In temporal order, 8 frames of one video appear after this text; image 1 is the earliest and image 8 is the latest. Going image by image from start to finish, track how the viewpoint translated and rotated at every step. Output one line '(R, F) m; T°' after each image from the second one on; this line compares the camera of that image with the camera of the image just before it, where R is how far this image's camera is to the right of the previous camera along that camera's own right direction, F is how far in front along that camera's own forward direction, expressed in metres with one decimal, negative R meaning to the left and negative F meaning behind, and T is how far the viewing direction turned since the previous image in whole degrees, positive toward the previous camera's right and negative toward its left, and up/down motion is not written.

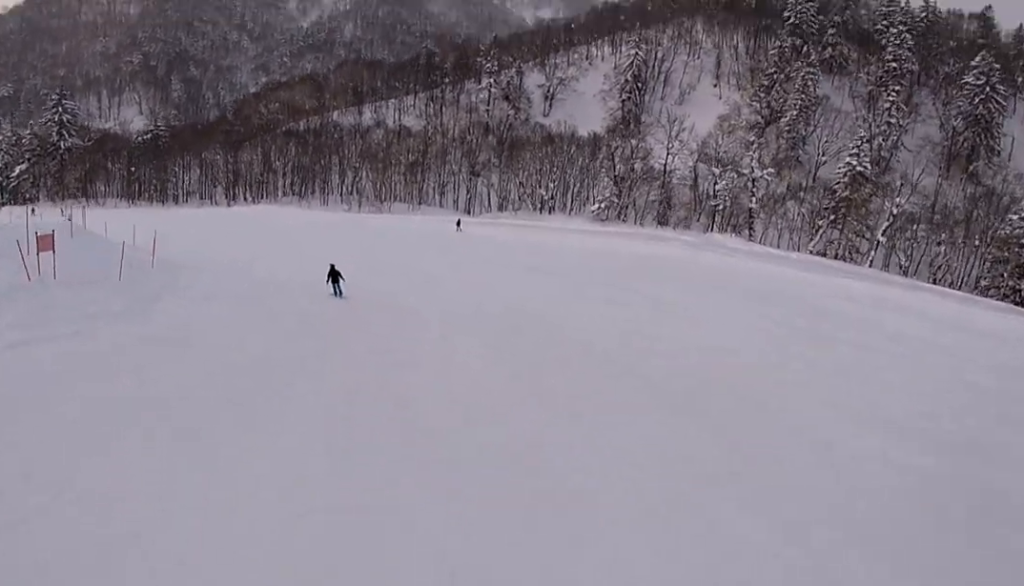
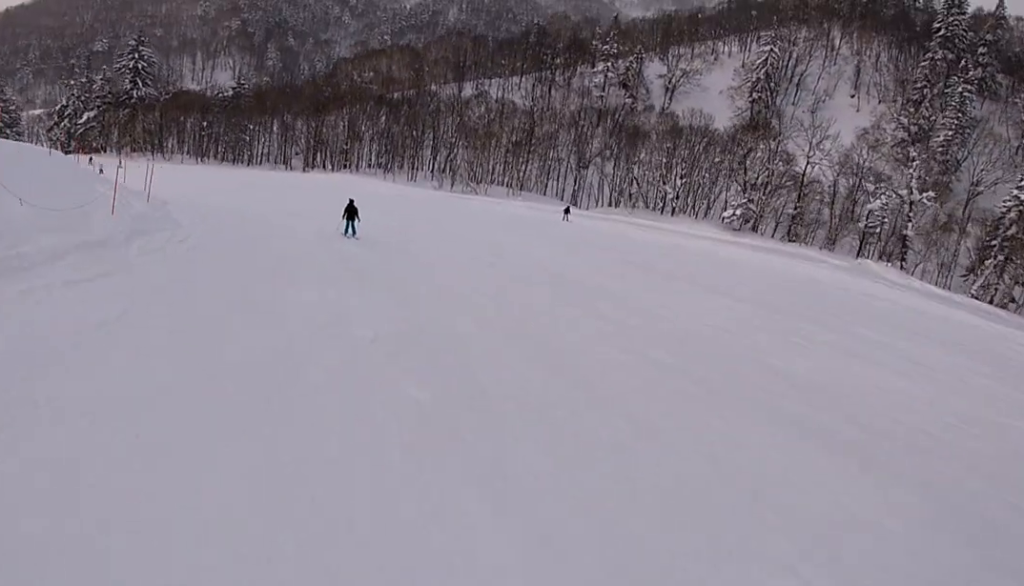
(-0.7, +12.6) m; -5°
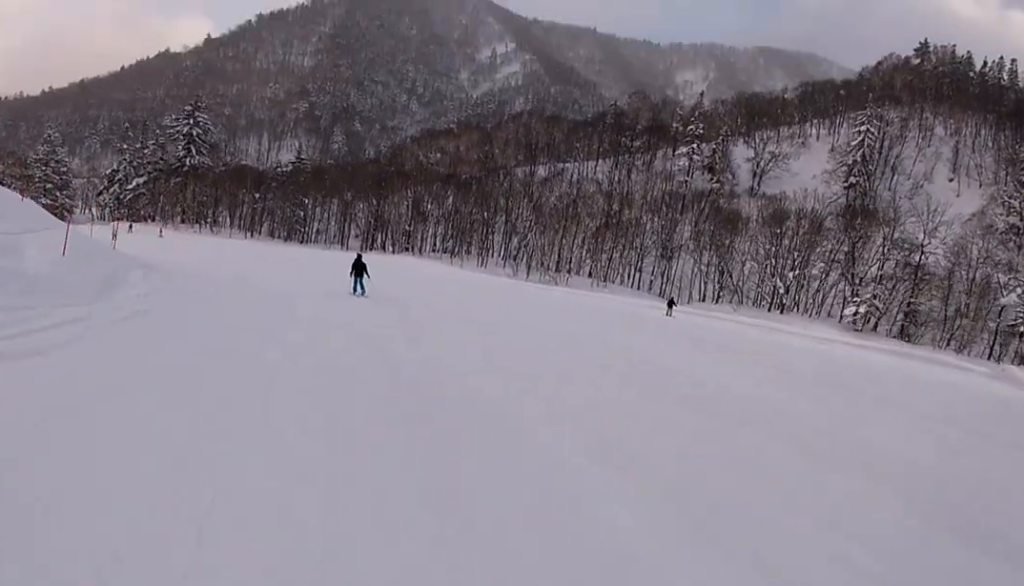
(-0.5, +11.4) m; -3°
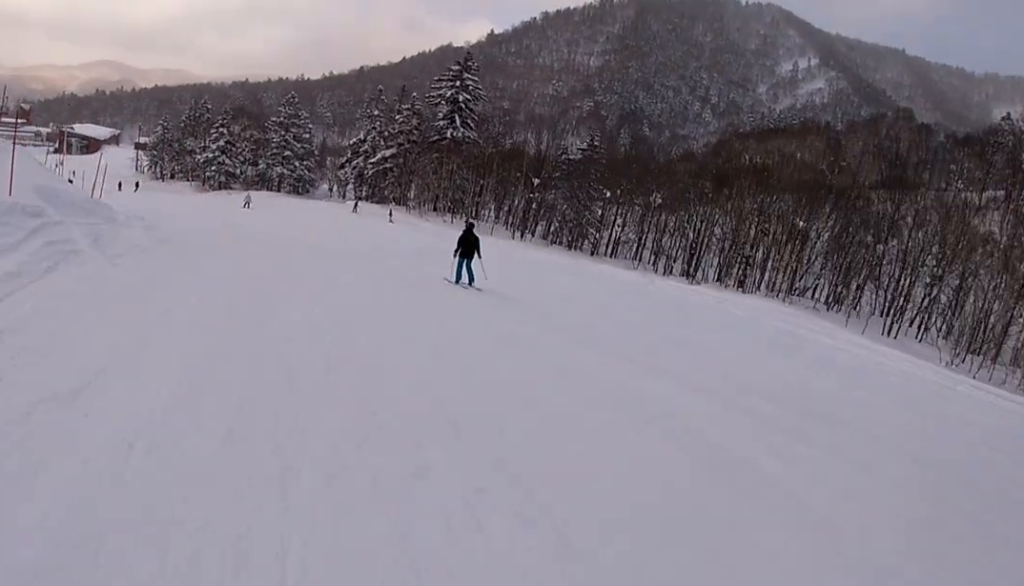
(-7.1, +28.7) m; -27°
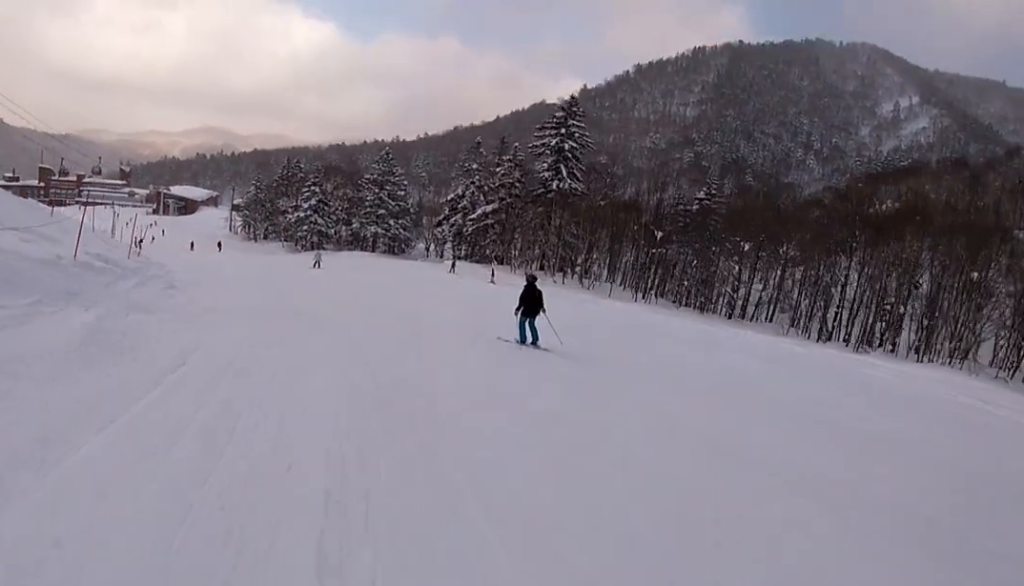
(+0.2, +8.4) m; -4°
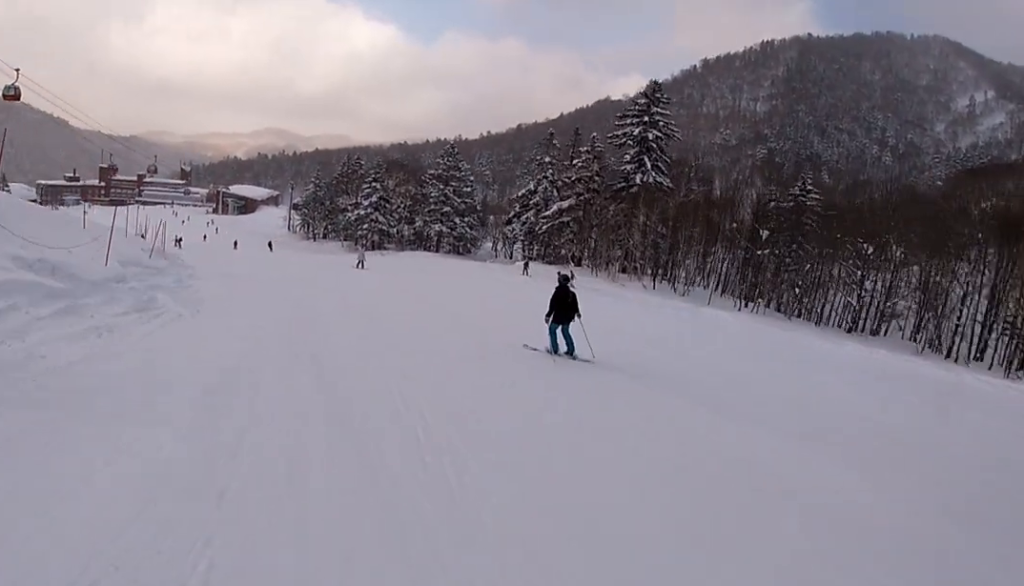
(-0.5, +7.2) m; -10°
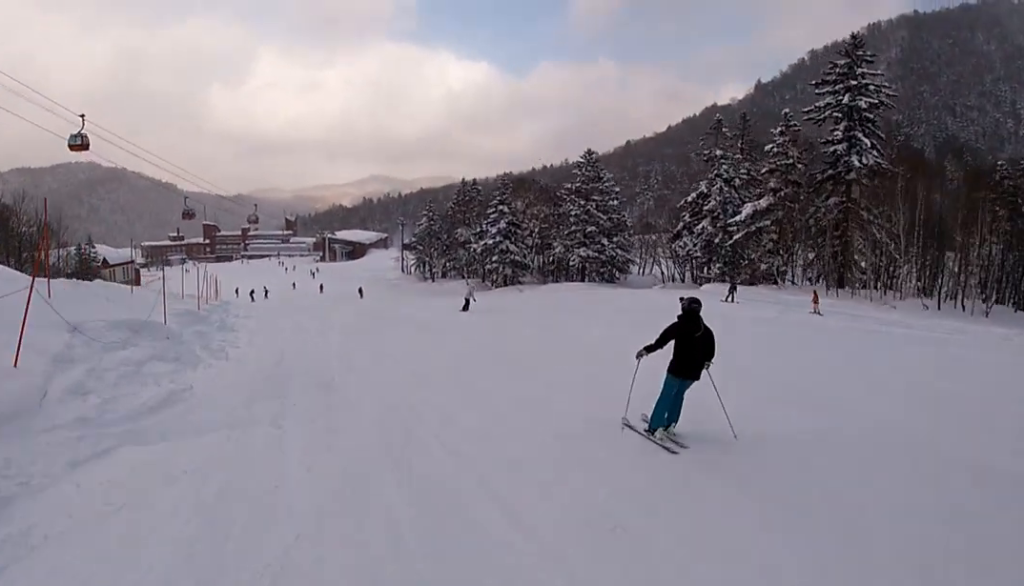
(-5.0, +17.8) m; -20°
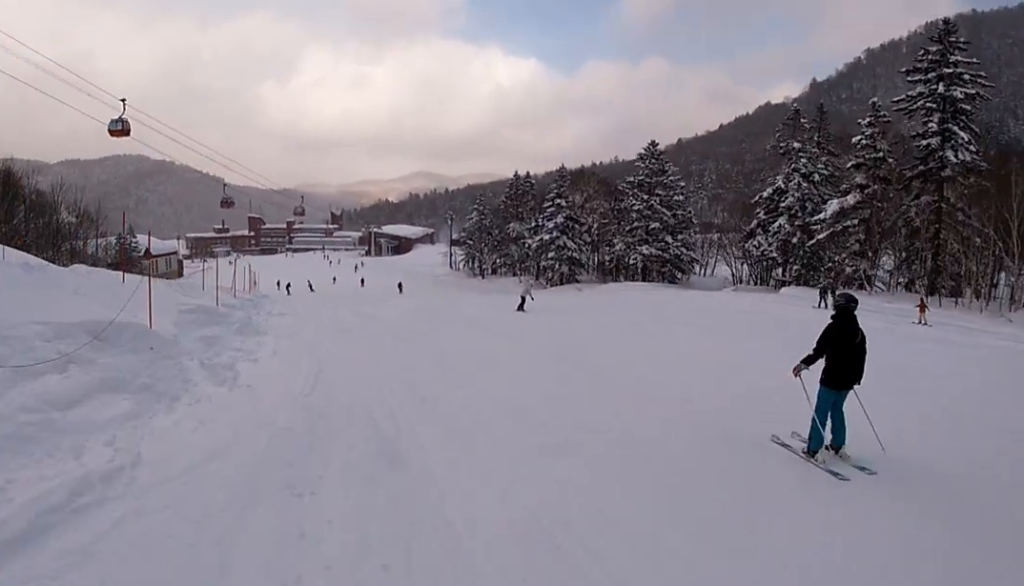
(+0.4, +4.8) m; 0°
